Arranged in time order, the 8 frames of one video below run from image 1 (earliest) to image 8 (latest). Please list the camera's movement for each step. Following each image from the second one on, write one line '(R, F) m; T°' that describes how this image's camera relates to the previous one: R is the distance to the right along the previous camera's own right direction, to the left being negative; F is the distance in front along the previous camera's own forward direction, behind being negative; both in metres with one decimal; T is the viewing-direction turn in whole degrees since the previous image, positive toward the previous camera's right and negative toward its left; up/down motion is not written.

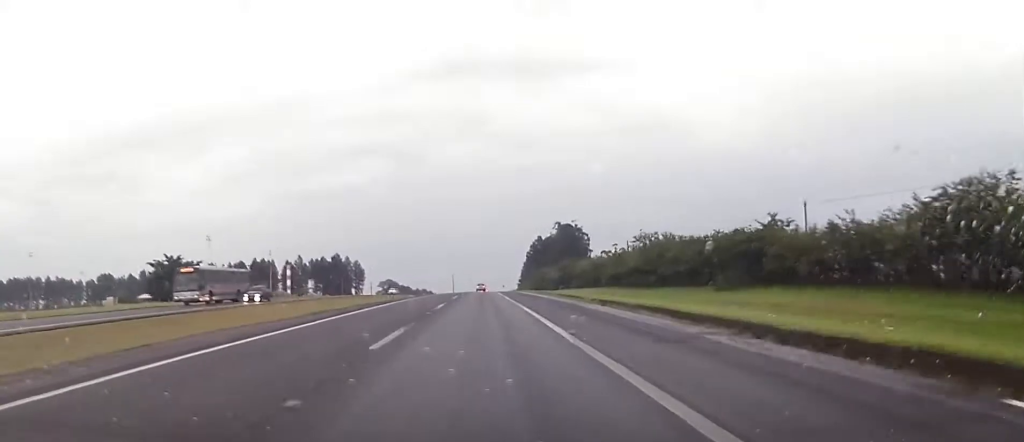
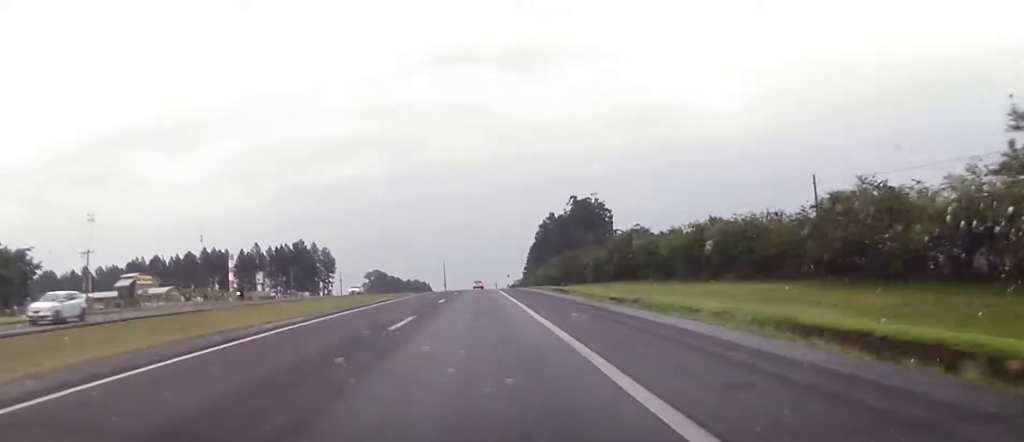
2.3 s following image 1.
(0.0, +64.3) m; +1°
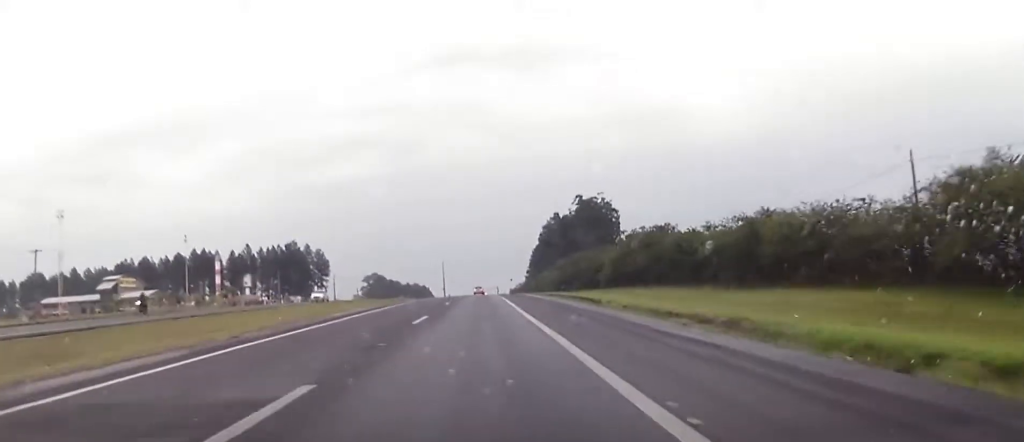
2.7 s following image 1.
(0.0, +12.0) m; 0°
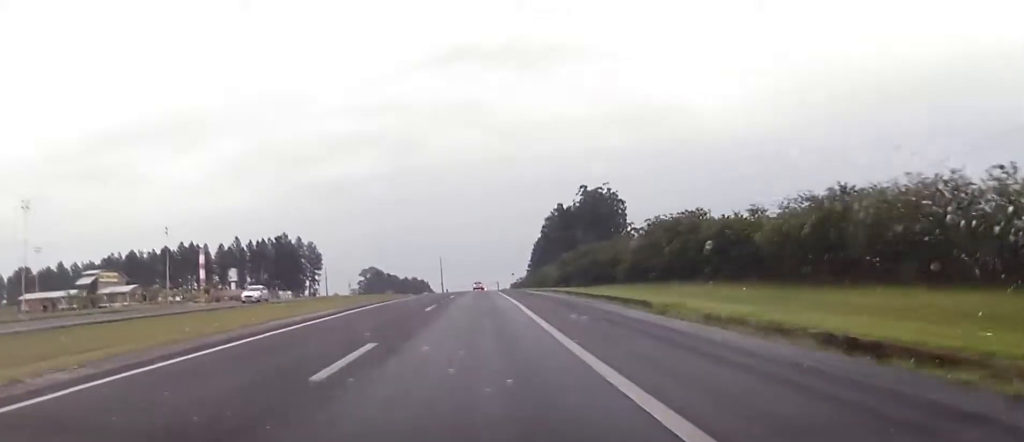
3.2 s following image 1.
(0.0, +11.9) m; 0°
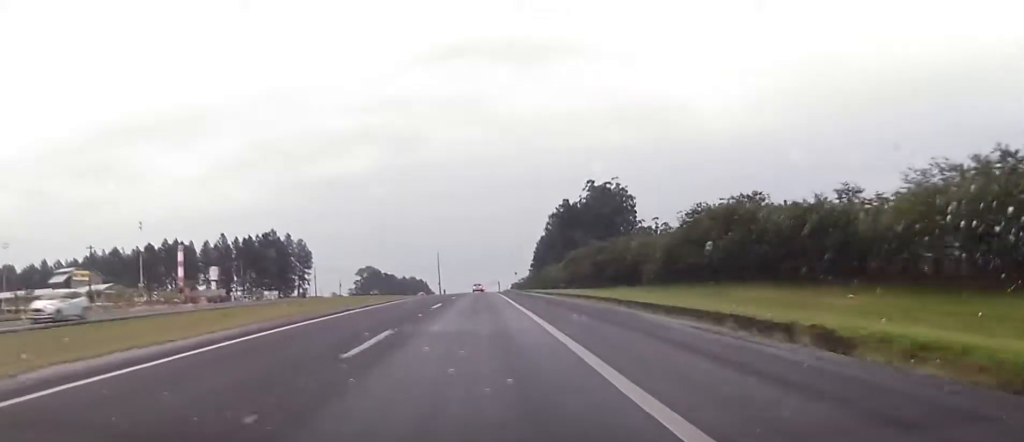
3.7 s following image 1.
(0.0, +14.7) m; 0°
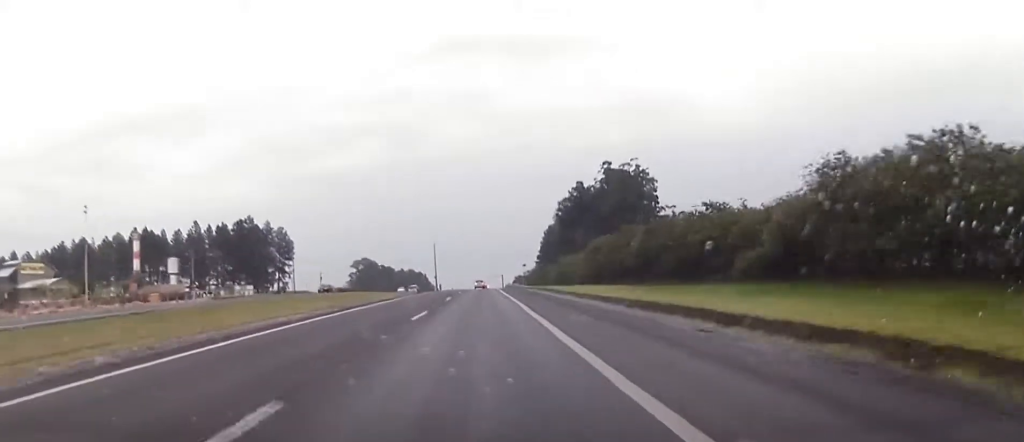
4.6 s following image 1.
(0.0, +25.7) m; 0°
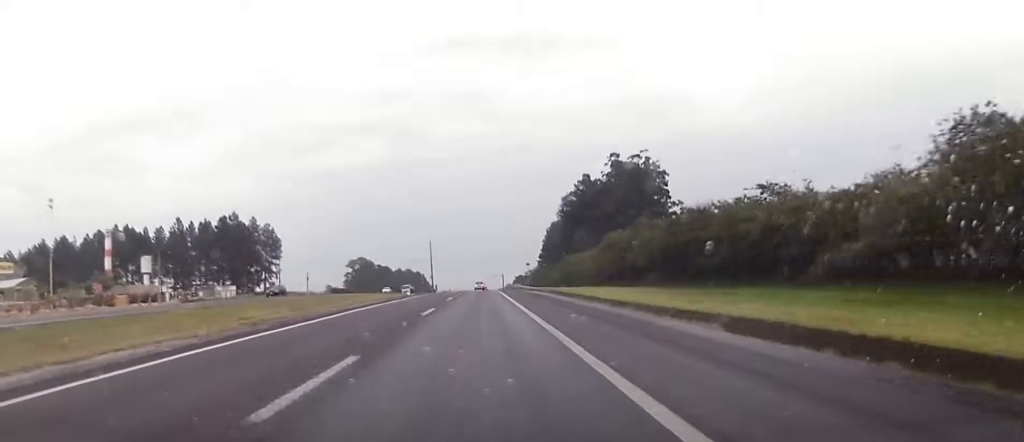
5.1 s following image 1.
(+0.1, +12.8) m; 0°
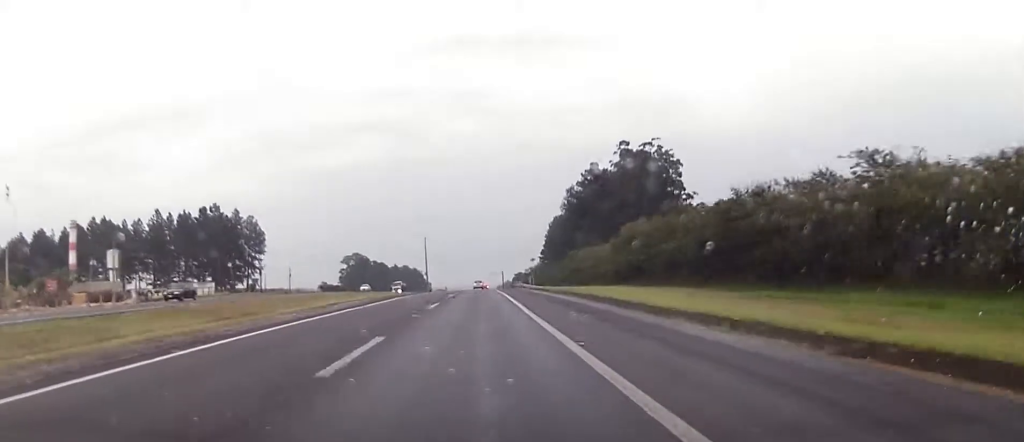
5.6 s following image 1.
(-0.2, +13.8) m; 0°
